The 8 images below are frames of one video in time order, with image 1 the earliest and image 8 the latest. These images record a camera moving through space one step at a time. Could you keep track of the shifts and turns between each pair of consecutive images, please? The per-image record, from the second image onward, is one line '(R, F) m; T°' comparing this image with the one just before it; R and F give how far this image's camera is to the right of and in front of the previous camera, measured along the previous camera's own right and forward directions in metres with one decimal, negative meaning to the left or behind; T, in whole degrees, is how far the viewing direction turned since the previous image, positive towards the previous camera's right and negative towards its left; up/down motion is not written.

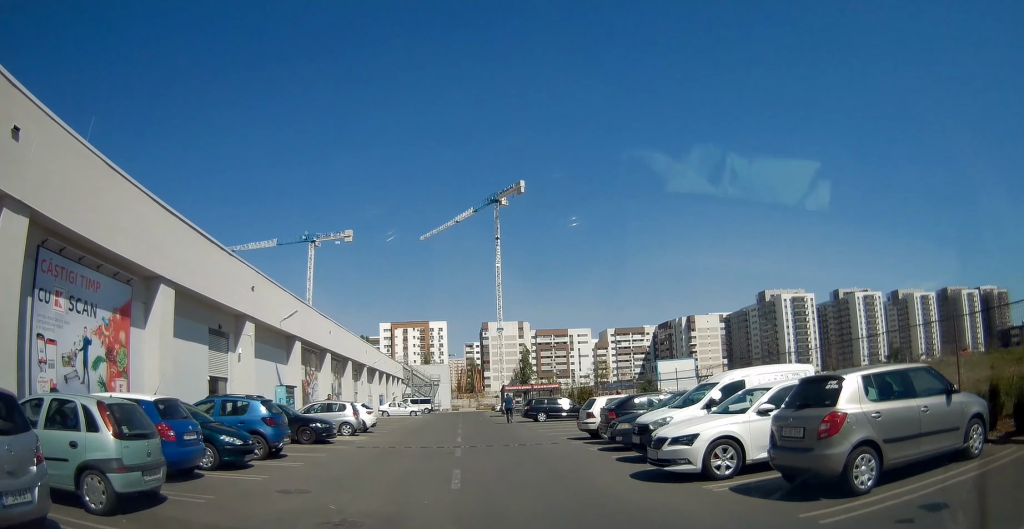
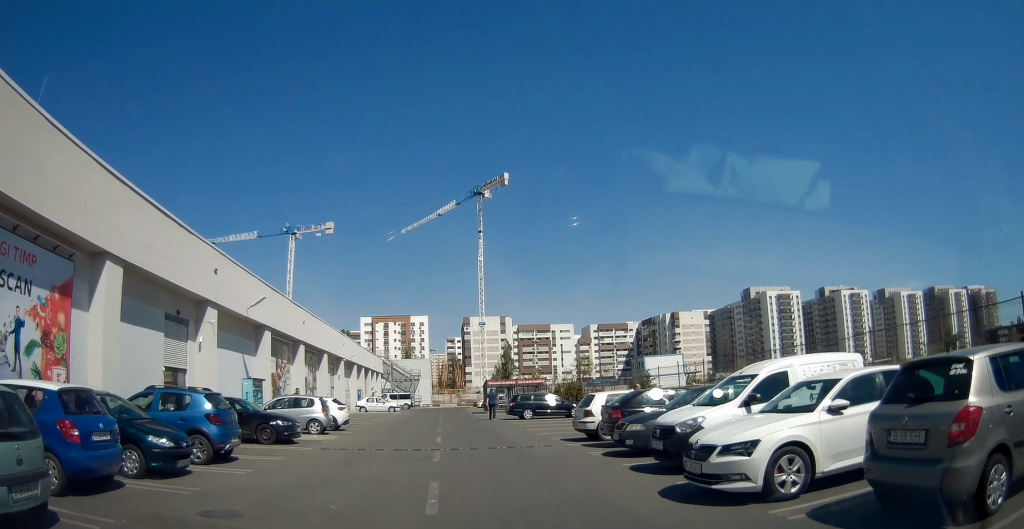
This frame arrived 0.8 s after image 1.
(0.0, +2.2) m; +2°
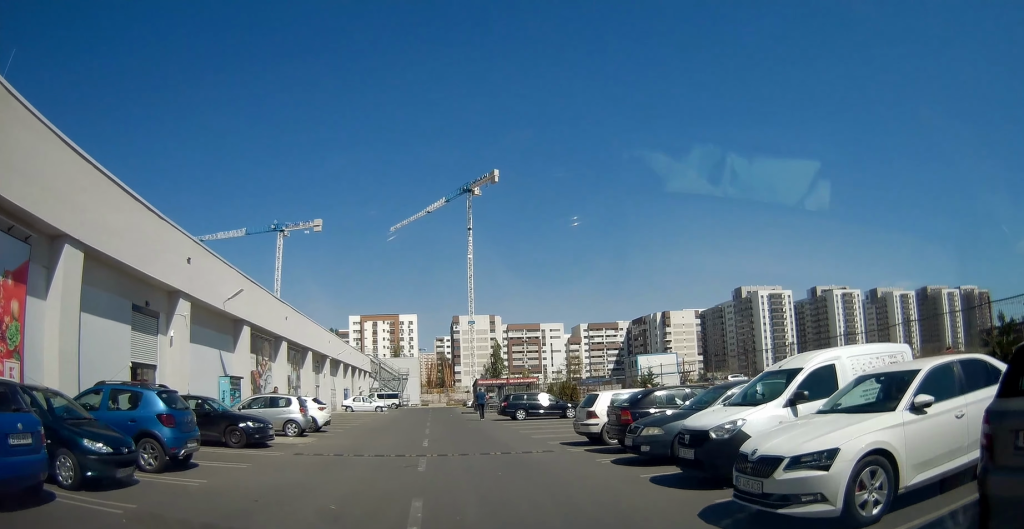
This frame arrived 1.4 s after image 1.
(0.0, +1.6) m; +2°
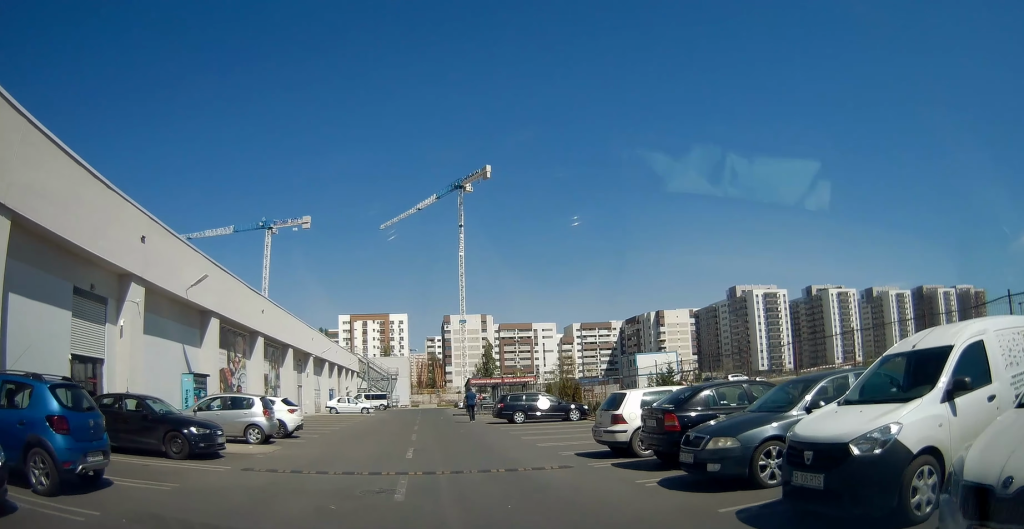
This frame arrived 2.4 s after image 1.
(+0.1, +3.1) m; +1°
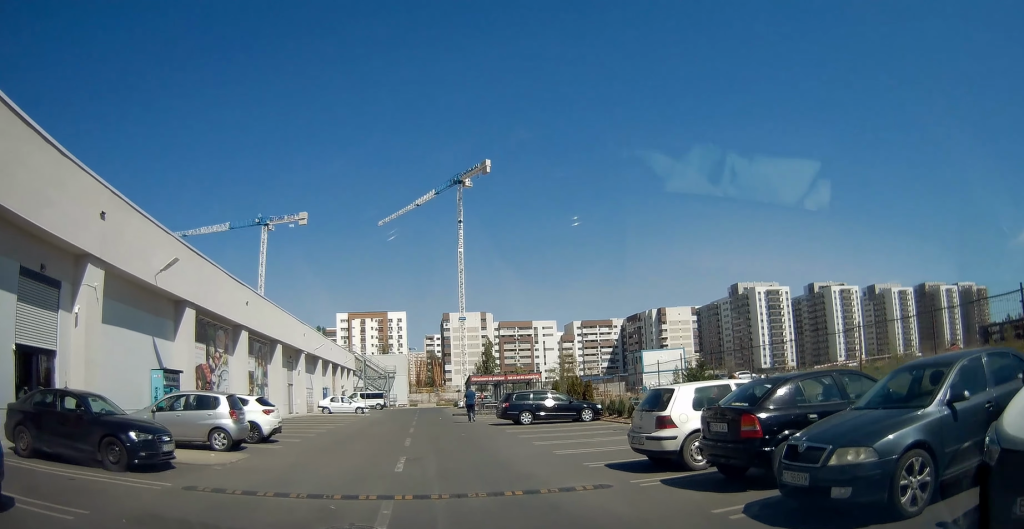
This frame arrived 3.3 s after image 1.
(-0.1, +2.6) m; 0°
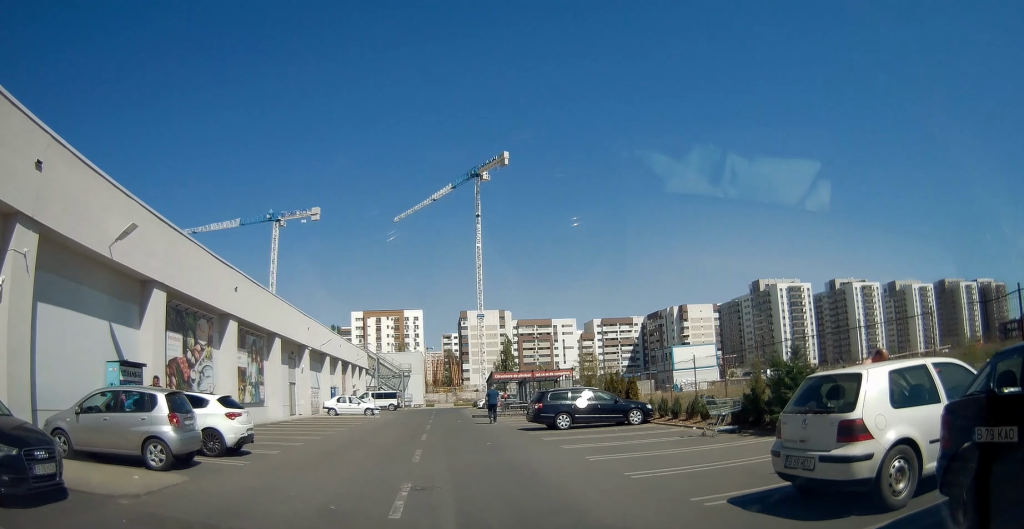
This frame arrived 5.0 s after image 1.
(0.0, +4.9) m; -1°
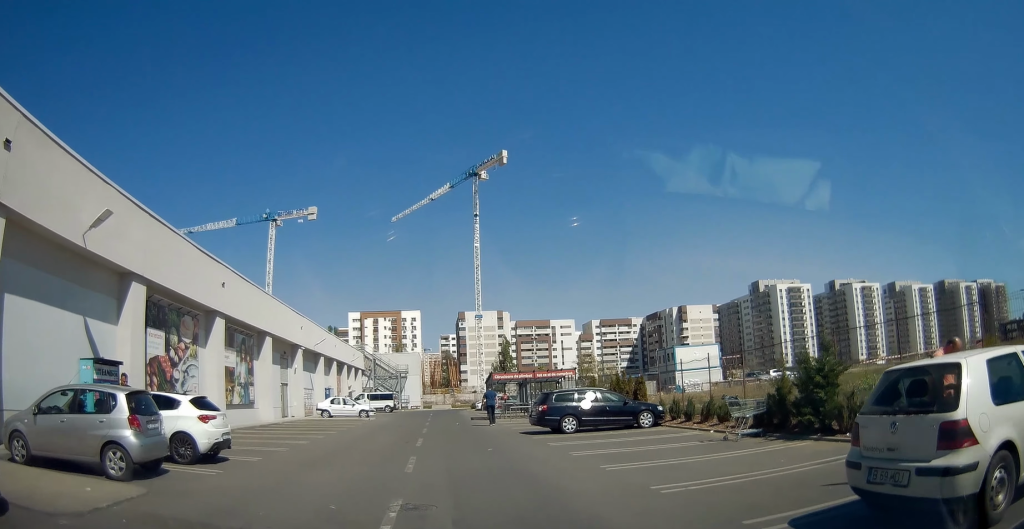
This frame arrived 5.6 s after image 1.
(-0.1, +1.7) m; -1°
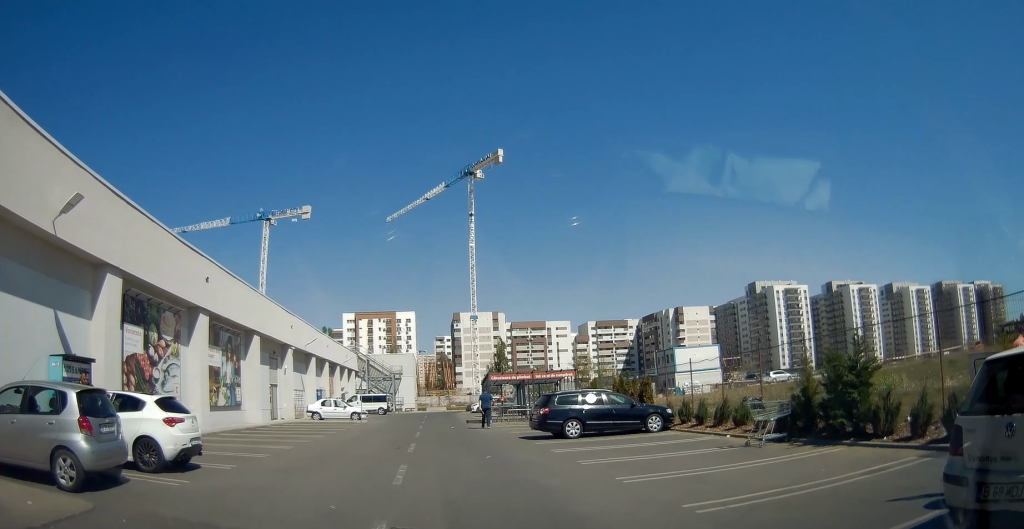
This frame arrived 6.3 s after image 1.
(+0.1, +1.4) m; +2°
